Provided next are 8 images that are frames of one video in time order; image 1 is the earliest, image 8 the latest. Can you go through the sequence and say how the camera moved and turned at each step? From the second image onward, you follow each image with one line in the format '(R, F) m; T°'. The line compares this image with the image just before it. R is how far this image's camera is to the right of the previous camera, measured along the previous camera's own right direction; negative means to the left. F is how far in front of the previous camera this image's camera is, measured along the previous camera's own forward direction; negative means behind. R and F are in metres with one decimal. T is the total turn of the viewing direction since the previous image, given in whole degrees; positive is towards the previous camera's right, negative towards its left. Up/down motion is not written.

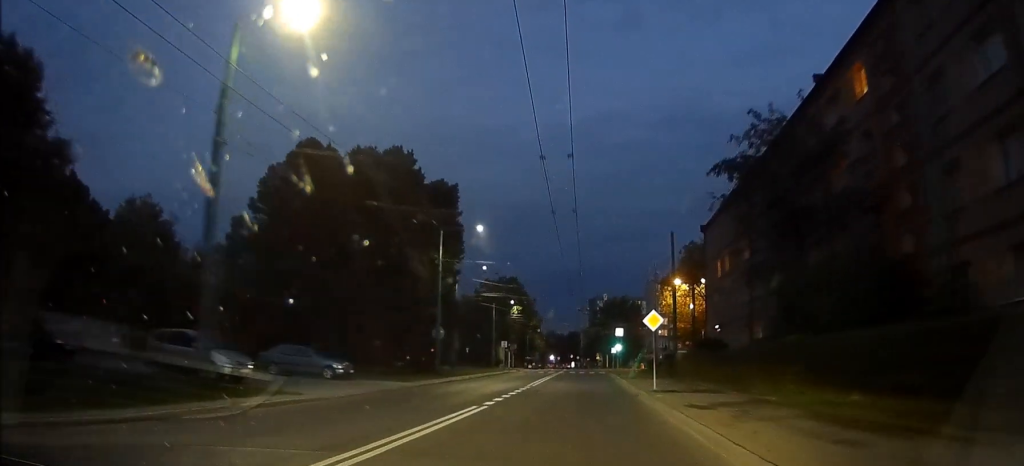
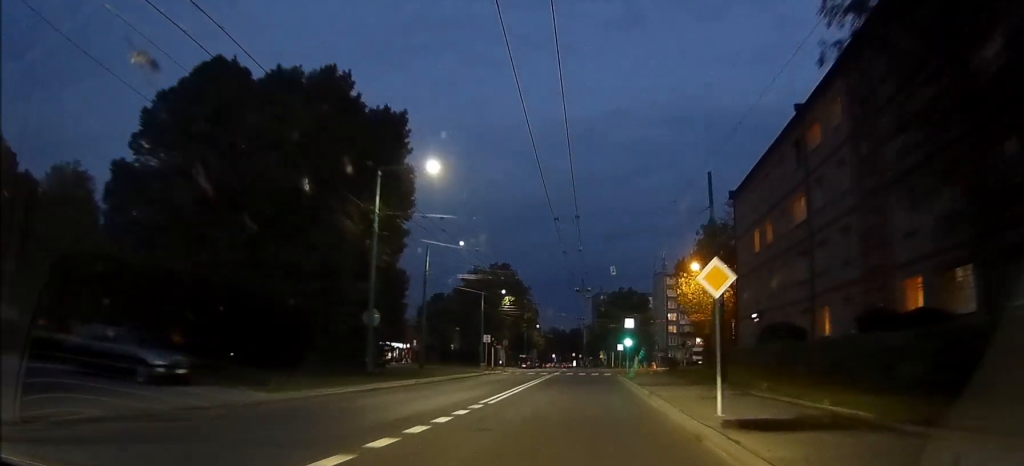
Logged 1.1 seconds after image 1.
(0.0, +14.7) m; 0°
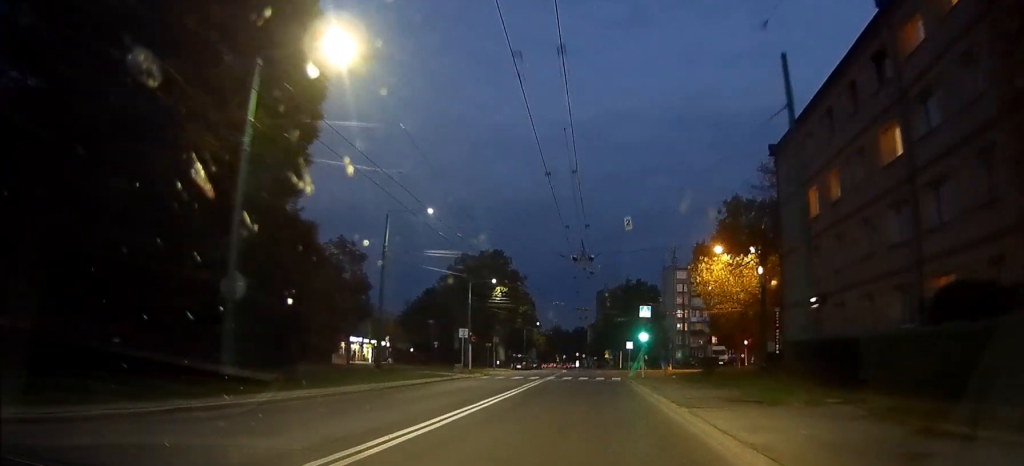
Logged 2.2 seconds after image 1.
(+0.1, +13.4) m; 0°
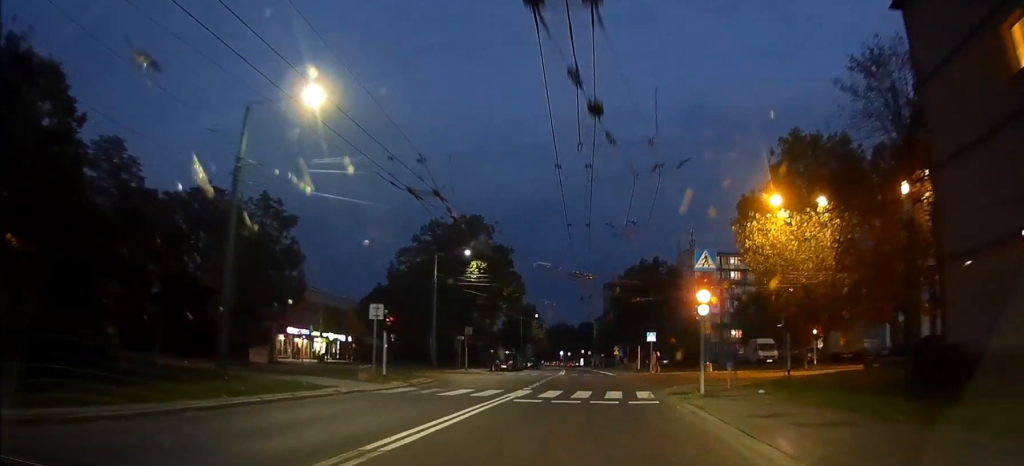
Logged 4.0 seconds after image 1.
(-0.2, +20.9) m; -1°
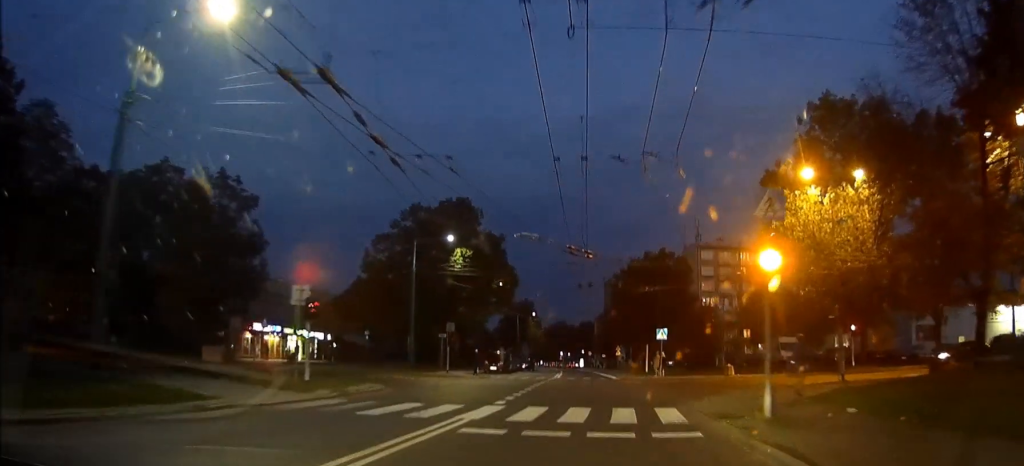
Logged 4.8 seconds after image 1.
(0.0, +8.0) m; +1°
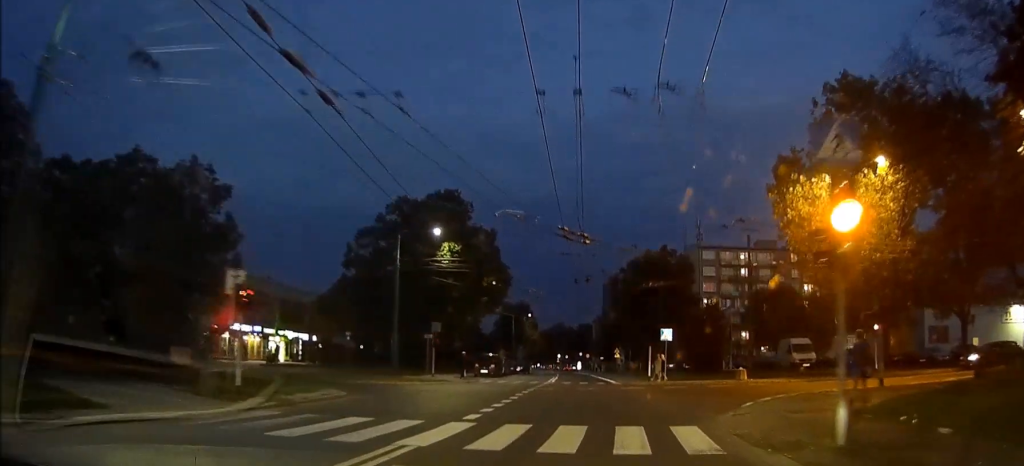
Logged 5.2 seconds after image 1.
(0.0, +4.4) m; +1°
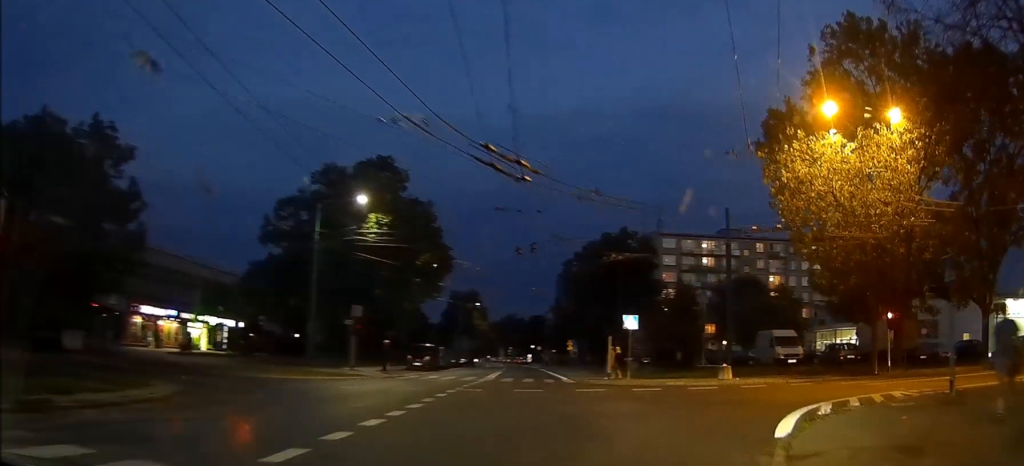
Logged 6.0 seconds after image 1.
(+0.2, +7.5) m; +3°
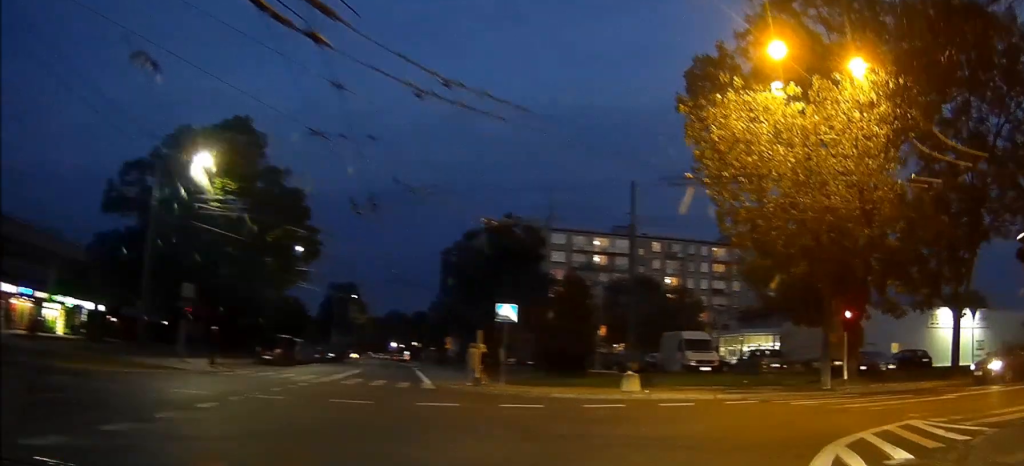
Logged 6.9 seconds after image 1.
(+0.2, +7.1) m; +7°
